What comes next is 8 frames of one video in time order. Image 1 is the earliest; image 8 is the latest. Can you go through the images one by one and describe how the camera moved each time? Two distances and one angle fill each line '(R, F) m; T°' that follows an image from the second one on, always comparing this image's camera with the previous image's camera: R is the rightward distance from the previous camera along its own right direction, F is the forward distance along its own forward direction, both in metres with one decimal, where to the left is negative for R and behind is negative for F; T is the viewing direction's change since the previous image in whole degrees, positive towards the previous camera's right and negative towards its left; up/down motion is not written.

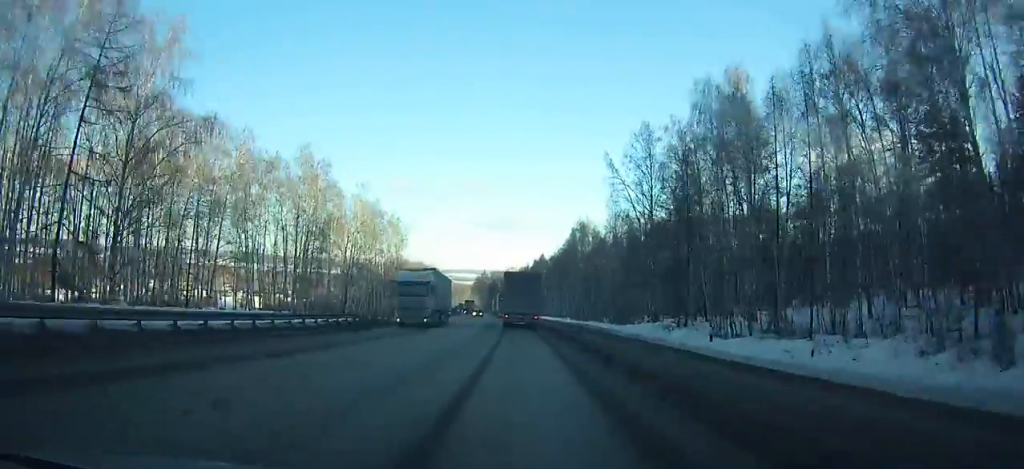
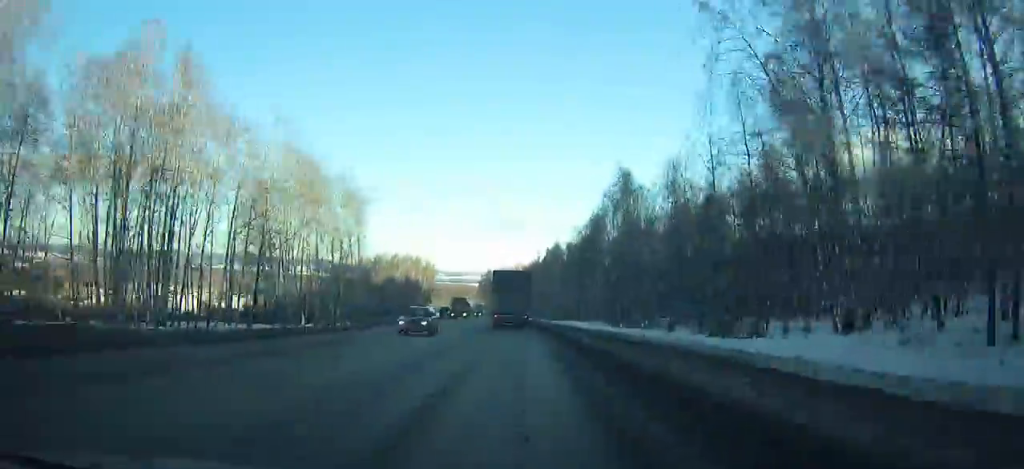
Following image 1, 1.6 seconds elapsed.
(+0.1, +34.9) m; -1°
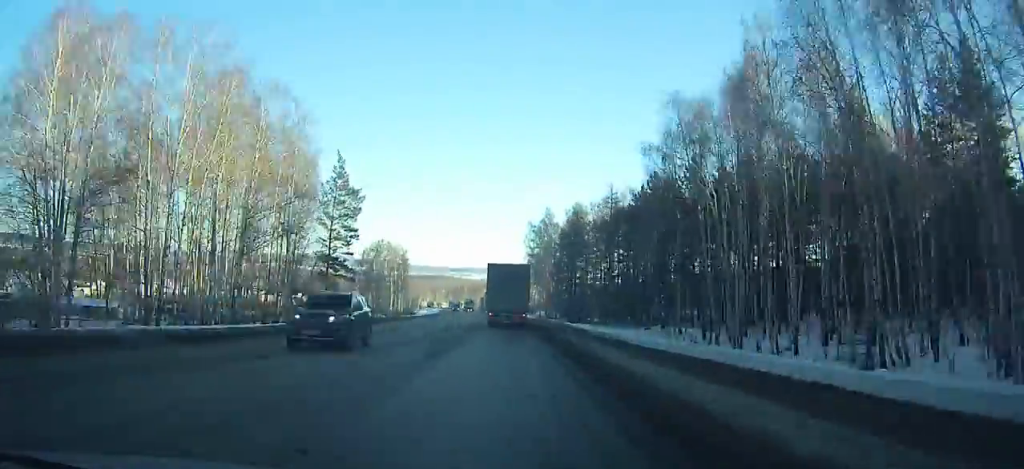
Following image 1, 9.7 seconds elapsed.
(-8.9, +170.3) m; -6°
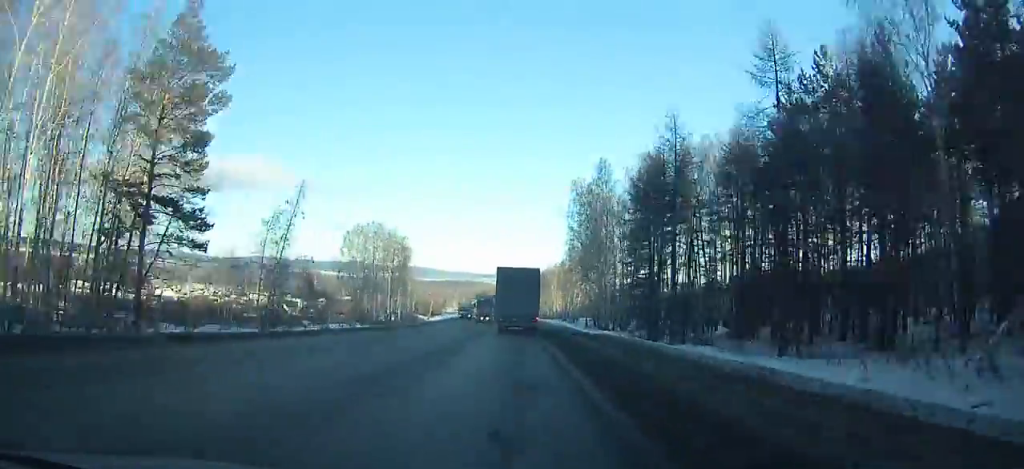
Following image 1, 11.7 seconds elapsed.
(-0.9, +41.8) m; -2°
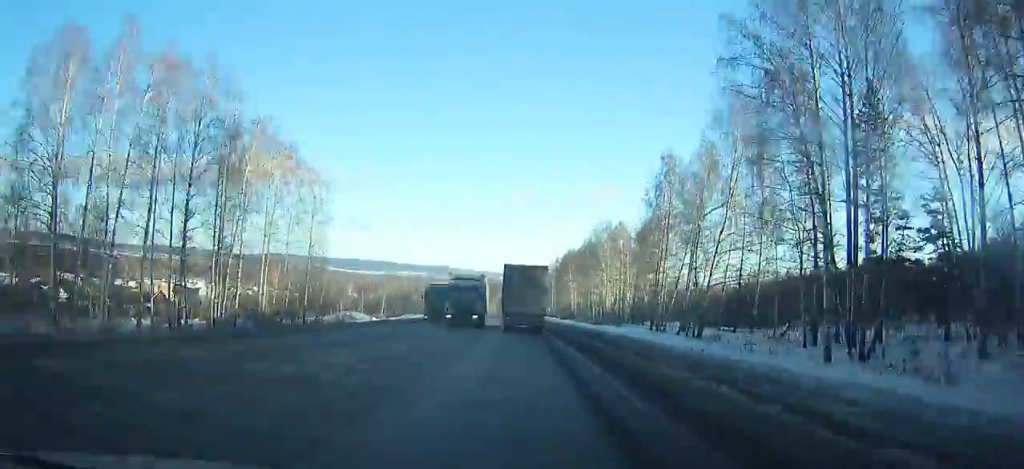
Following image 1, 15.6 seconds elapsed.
(-2.4, +82.6) m; -3°
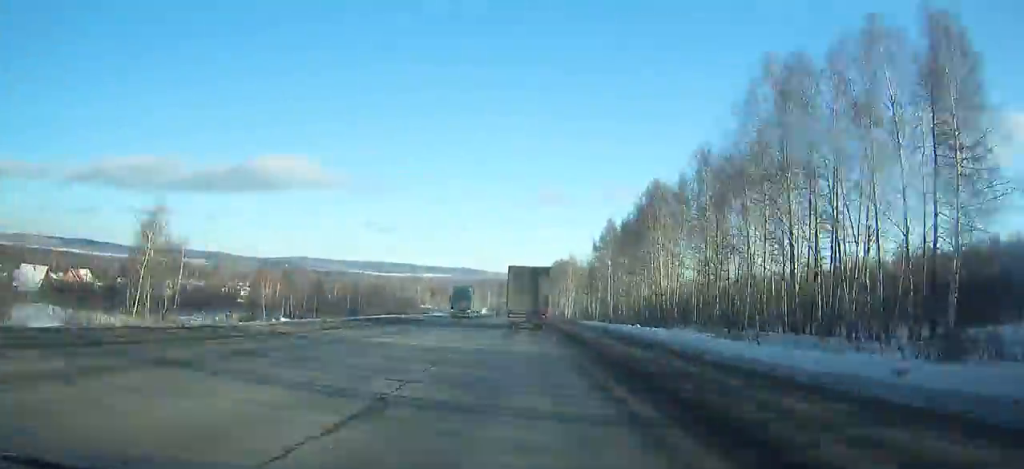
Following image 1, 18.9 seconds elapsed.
(-1.1, +72.3) m; -2°
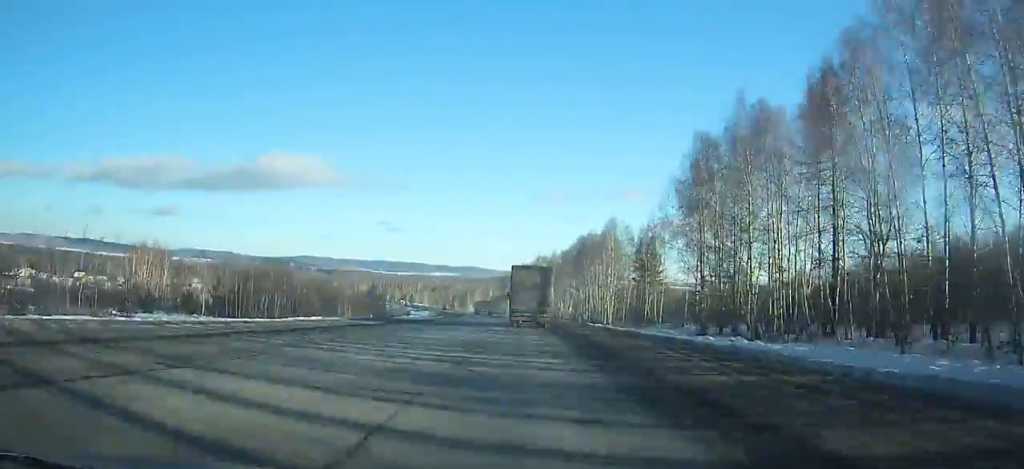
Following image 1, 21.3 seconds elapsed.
(-0.7, +54.8) m; -2°
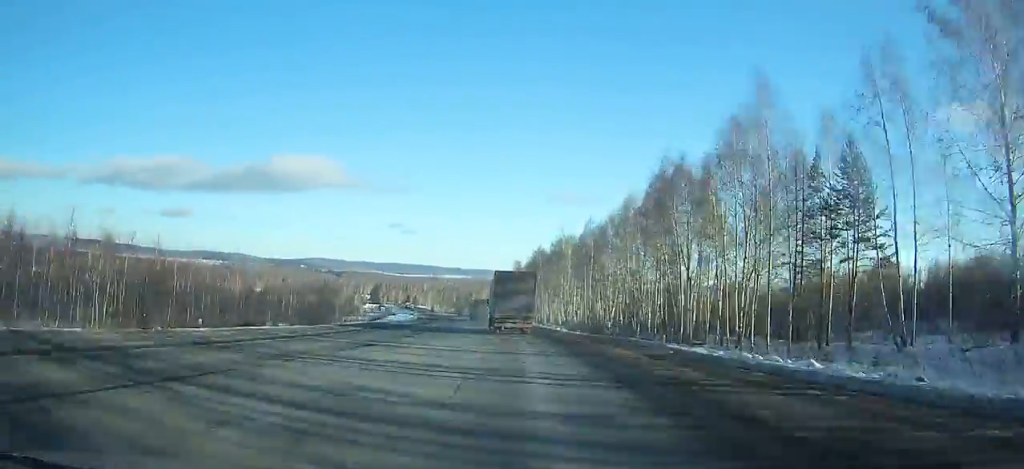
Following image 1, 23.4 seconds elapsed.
(-0.6, +49.2) m; -2°
